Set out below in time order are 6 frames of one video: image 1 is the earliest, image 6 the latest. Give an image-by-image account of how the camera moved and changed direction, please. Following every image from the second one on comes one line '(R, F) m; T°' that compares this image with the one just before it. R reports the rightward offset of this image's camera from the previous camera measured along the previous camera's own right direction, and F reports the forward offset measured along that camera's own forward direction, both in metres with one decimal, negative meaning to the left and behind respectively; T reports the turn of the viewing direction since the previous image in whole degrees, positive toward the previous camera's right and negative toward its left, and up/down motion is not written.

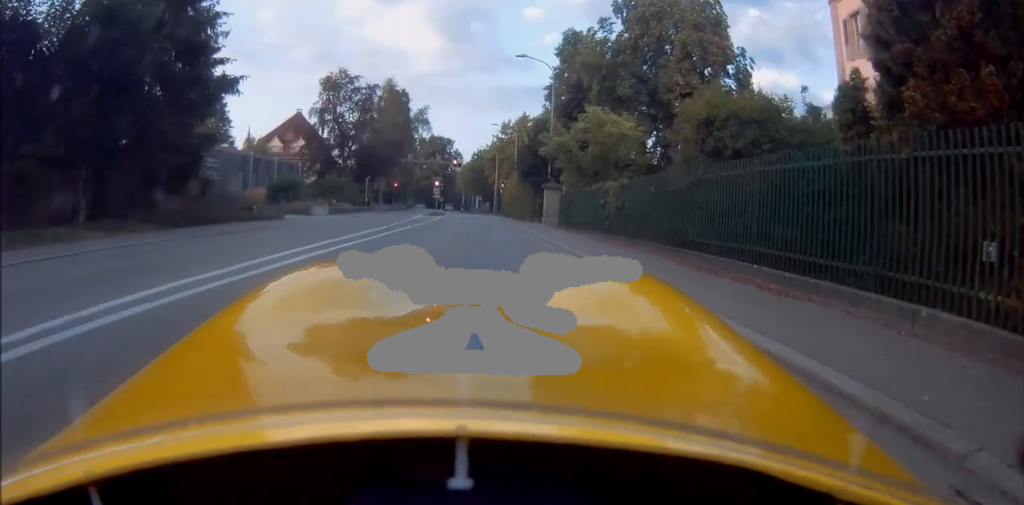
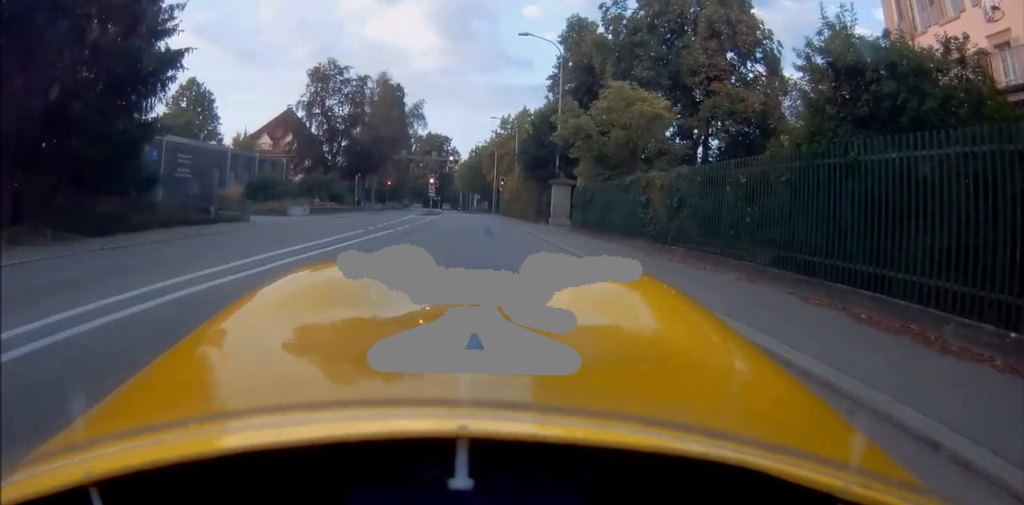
(-0.1, +4.2) m; 0°
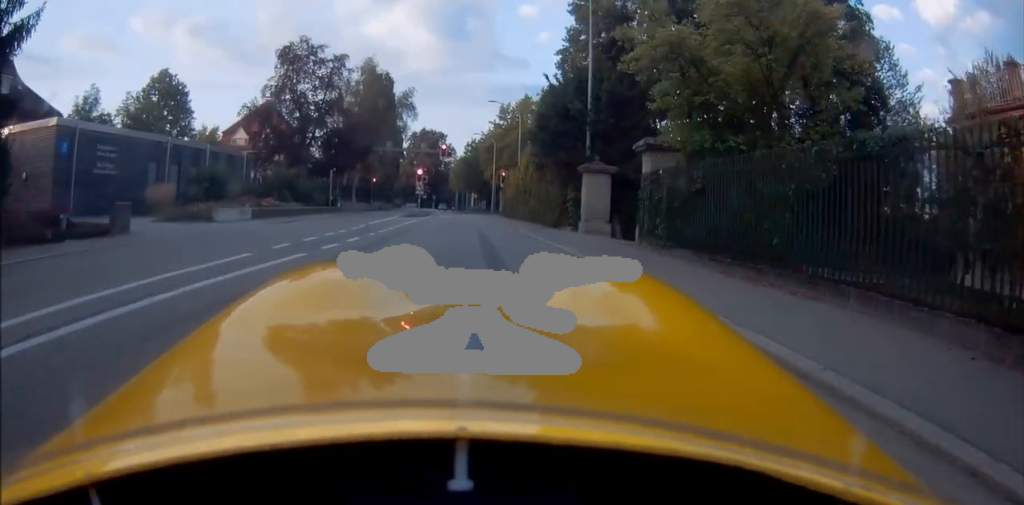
(+0.1, +8.8) m; 0°
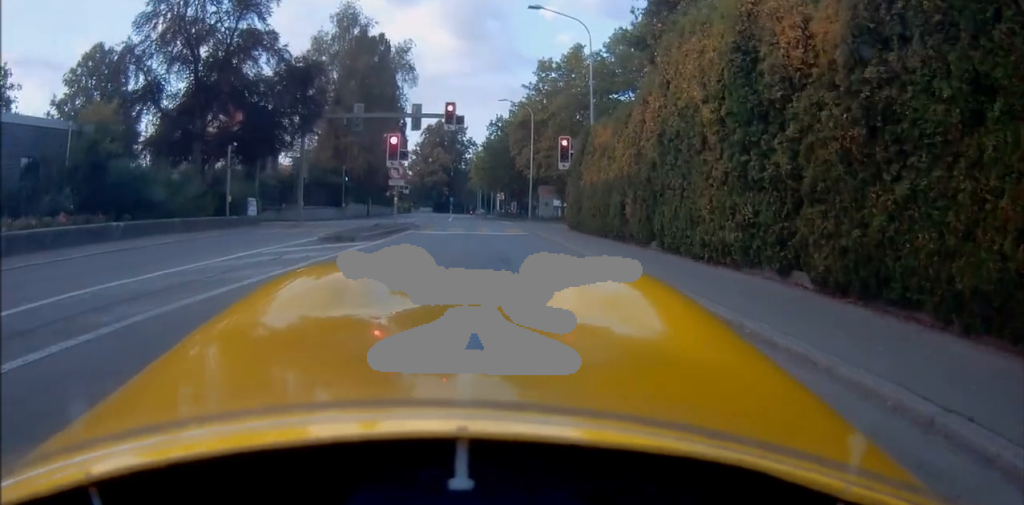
(-0.2, +23.9) m; -1°
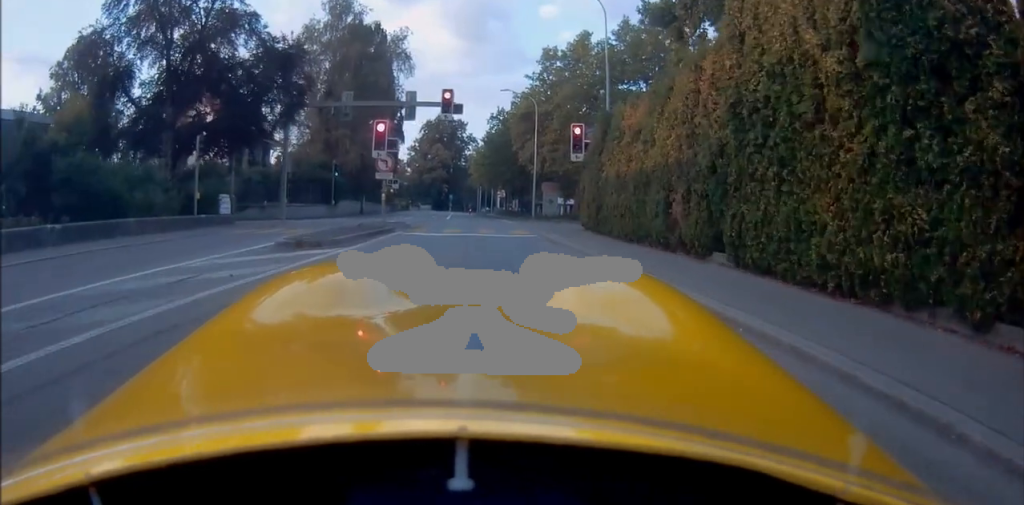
(0.0, +3.2) m; 0°
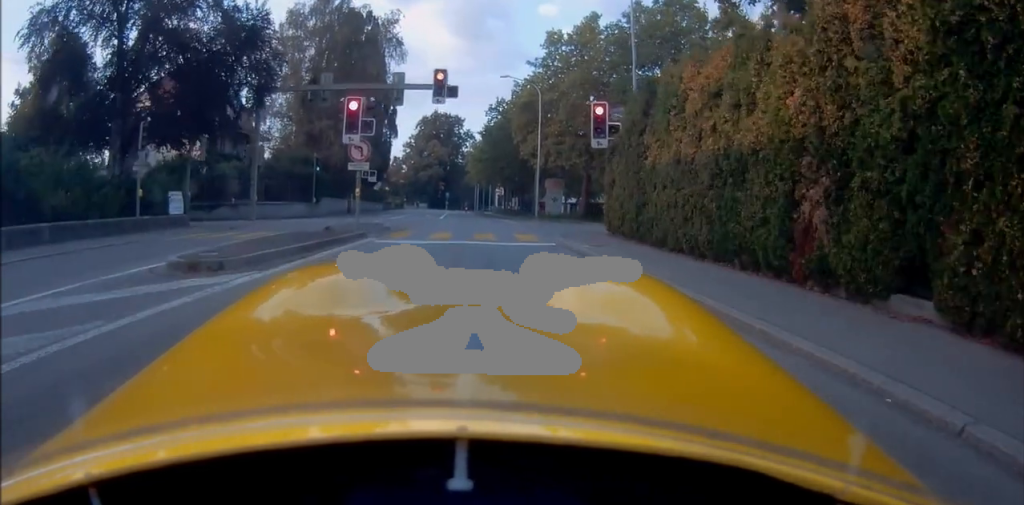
(0.0, +4.4) m; 0°
